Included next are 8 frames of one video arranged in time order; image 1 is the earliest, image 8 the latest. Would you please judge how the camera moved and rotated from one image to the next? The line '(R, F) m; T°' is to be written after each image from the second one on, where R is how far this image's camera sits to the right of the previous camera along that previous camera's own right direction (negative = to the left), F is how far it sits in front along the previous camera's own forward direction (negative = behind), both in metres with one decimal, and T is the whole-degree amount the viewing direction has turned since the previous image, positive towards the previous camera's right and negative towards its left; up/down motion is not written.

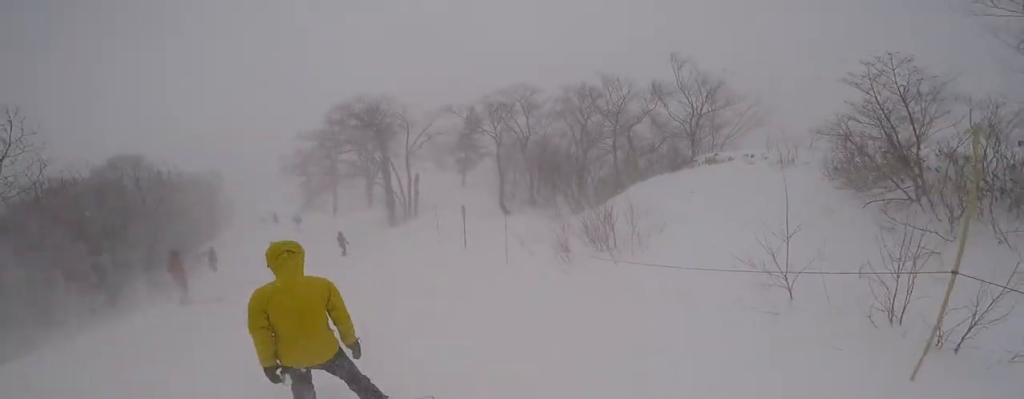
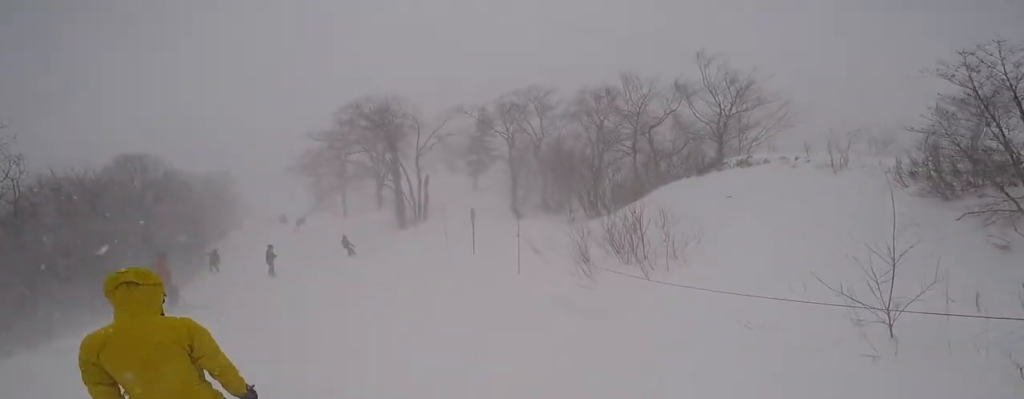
(-0.2, +0.9) m; +5°
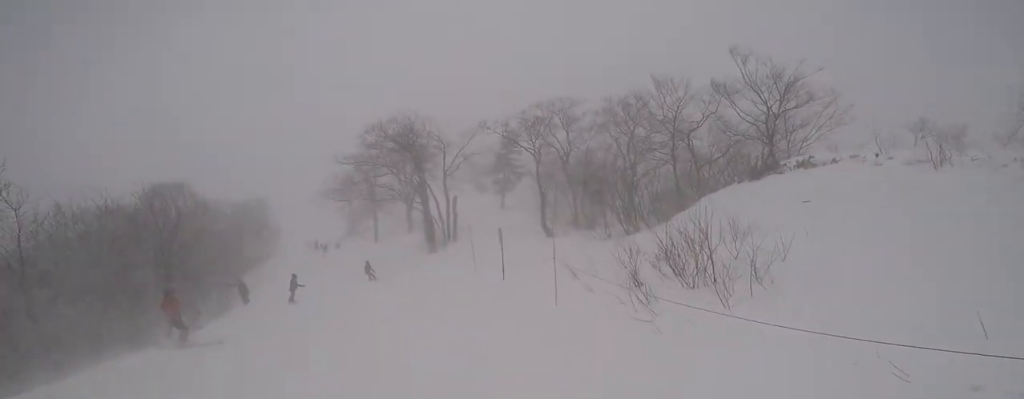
(+0.8, +1.3) m; +6°
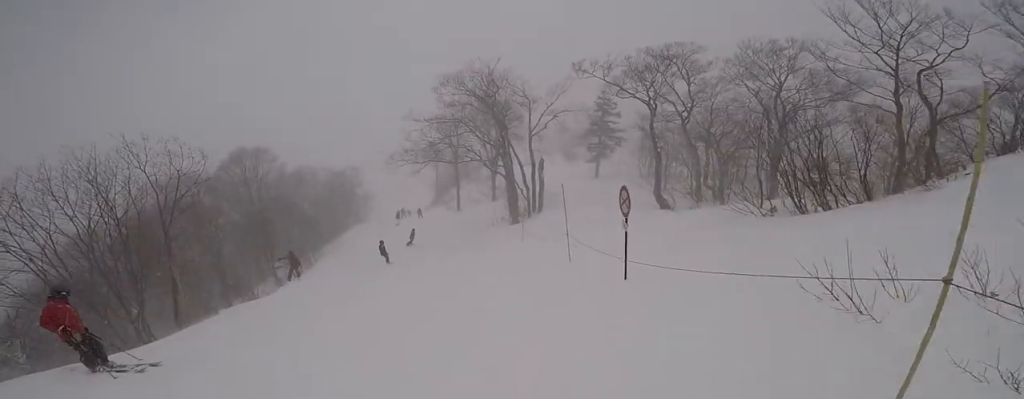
(-0.2, +5.4) m; -13°
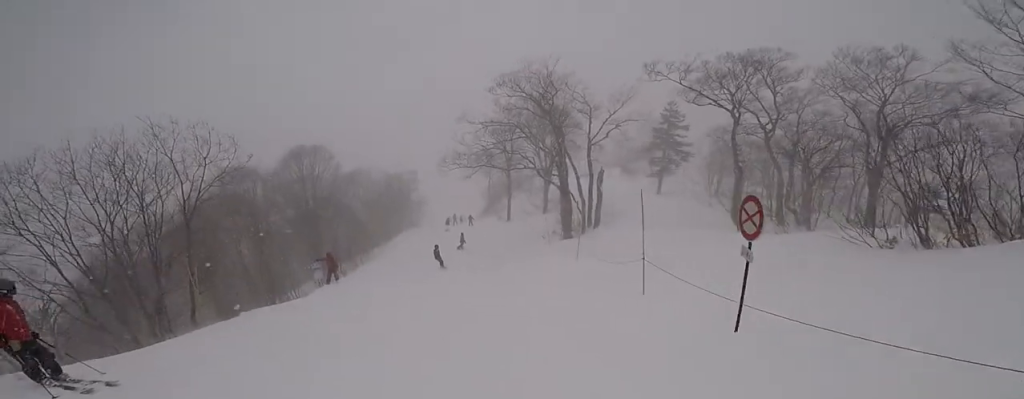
(-0.1, +2.0) m; -3°
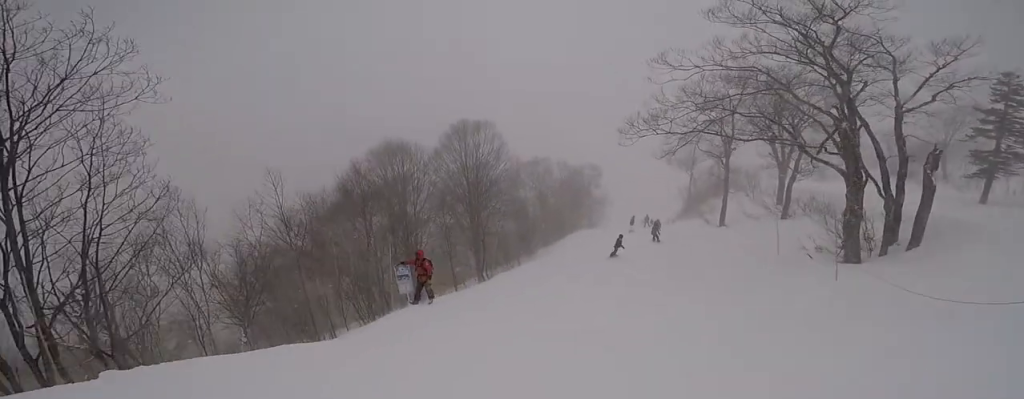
(-0.7, +9.1) m; -1°
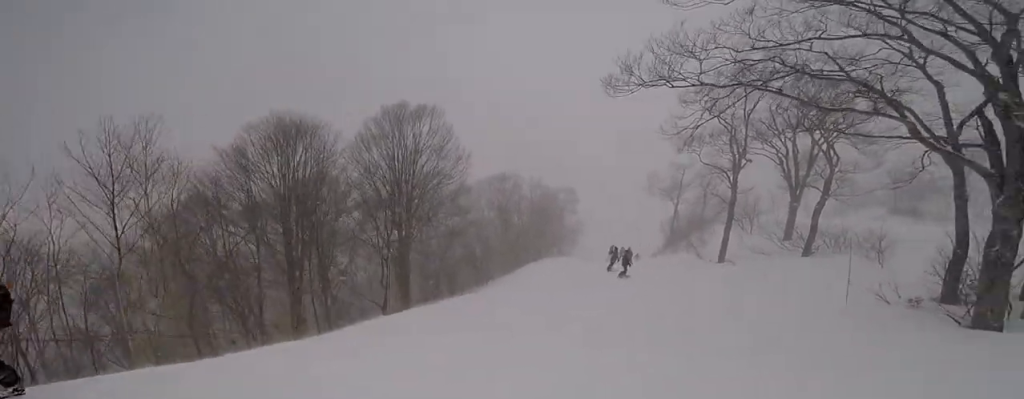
(+0.3, +7.6) m; -5°
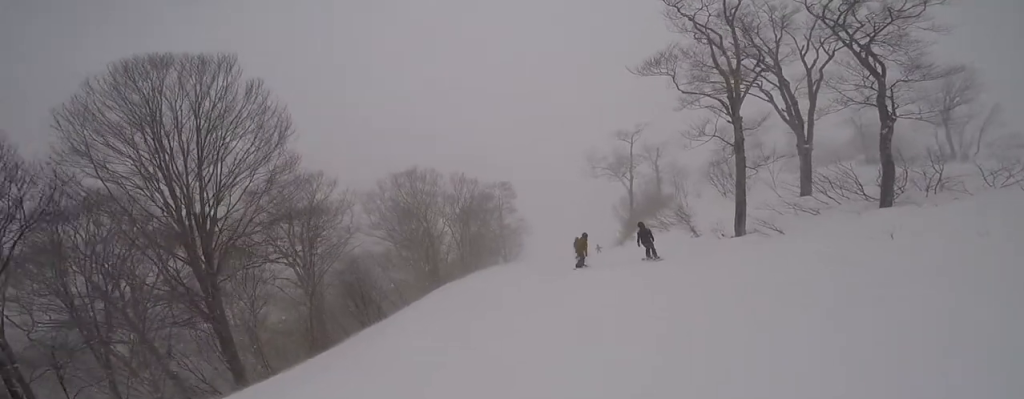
(-1.0, +9.0) m; -7°
